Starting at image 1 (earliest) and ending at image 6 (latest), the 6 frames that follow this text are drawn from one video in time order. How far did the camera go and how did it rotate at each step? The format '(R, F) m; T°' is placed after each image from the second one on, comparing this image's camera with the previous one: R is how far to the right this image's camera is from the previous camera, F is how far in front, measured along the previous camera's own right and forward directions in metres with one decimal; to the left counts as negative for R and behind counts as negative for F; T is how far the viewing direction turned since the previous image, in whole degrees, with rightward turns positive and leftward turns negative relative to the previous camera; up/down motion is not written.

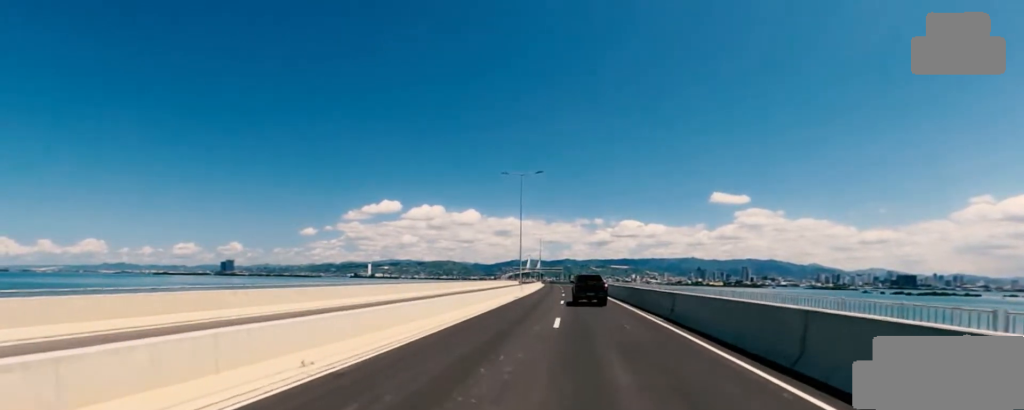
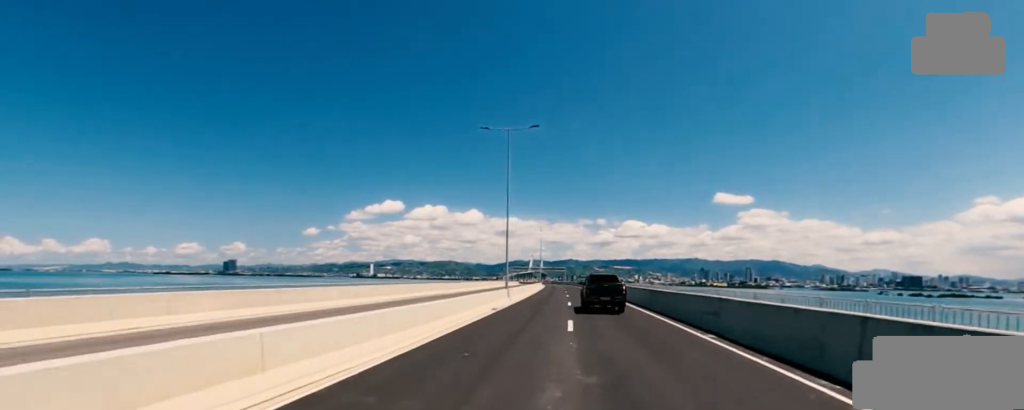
(0.0, +12.7) m; 0°
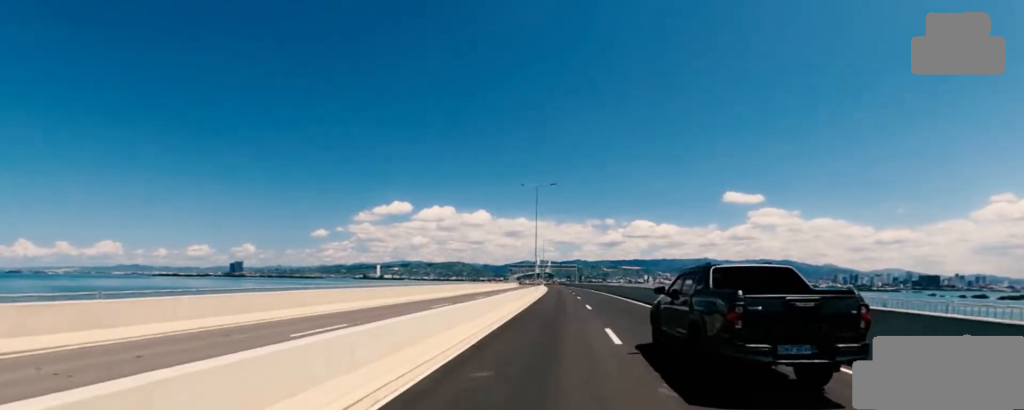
(-0.8, +38.3) m; -4°
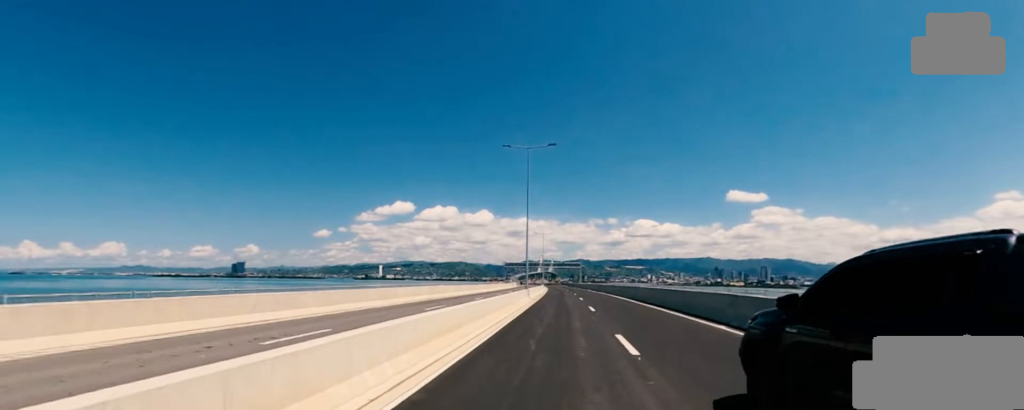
(-0.6, +13.5) m; 0°
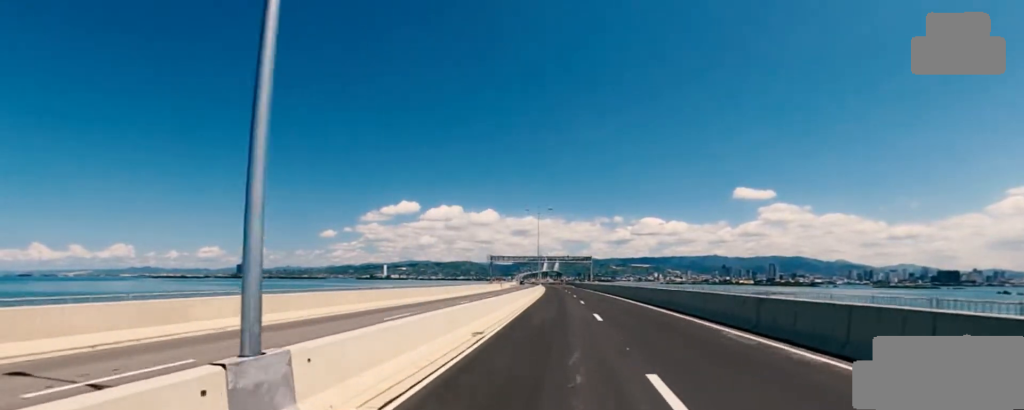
(+1.2, +29.2) m; +2°
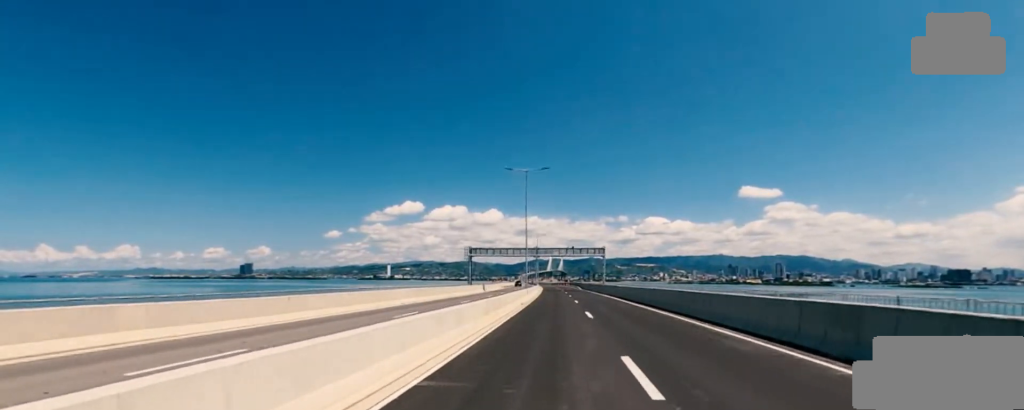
(0.0, +22.6) m; 0°
